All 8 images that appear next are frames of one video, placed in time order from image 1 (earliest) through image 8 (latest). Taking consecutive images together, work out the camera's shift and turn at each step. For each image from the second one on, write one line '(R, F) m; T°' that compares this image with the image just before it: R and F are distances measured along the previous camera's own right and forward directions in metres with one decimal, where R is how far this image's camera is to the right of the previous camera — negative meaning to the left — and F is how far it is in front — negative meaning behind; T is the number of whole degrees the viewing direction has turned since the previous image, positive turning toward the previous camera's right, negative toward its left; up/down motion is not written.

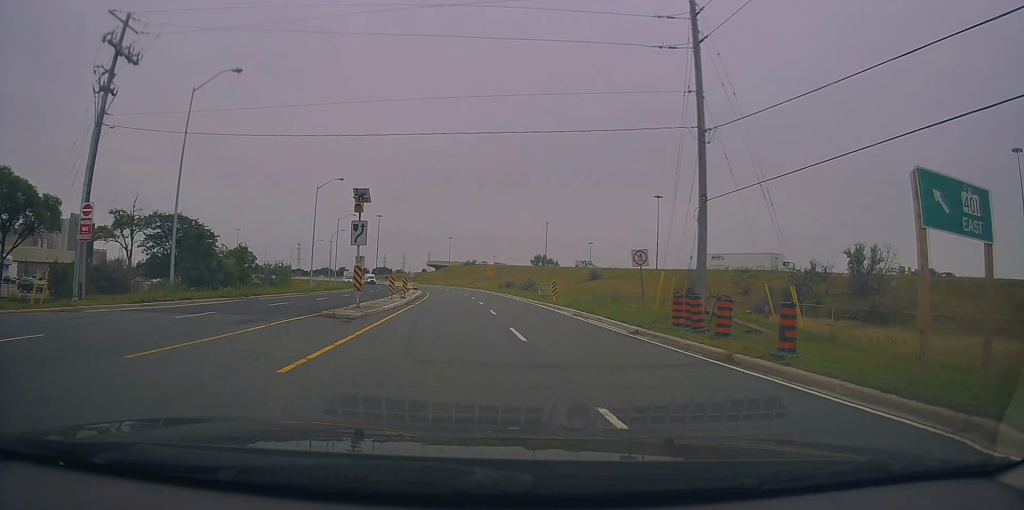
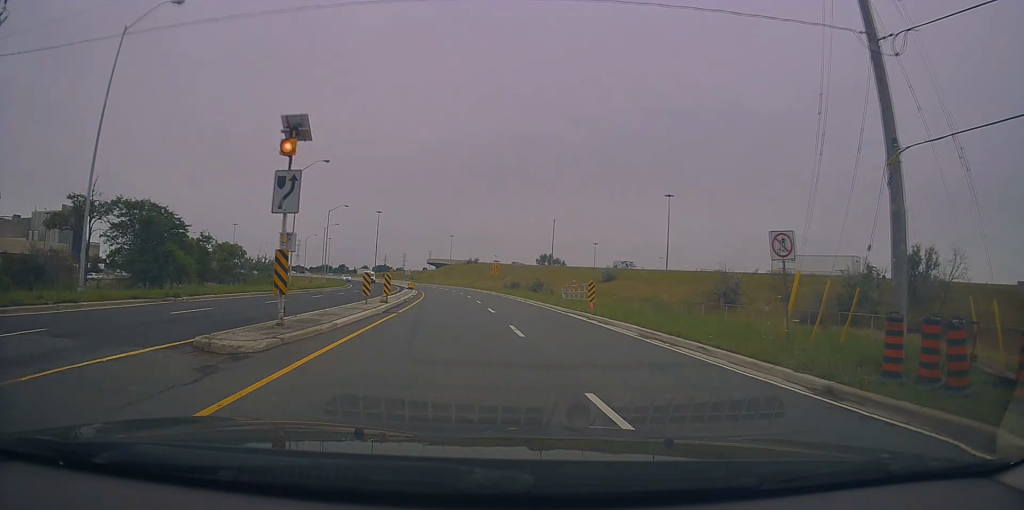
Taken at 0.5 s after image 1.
(+0.4, +9.2) m; 0°
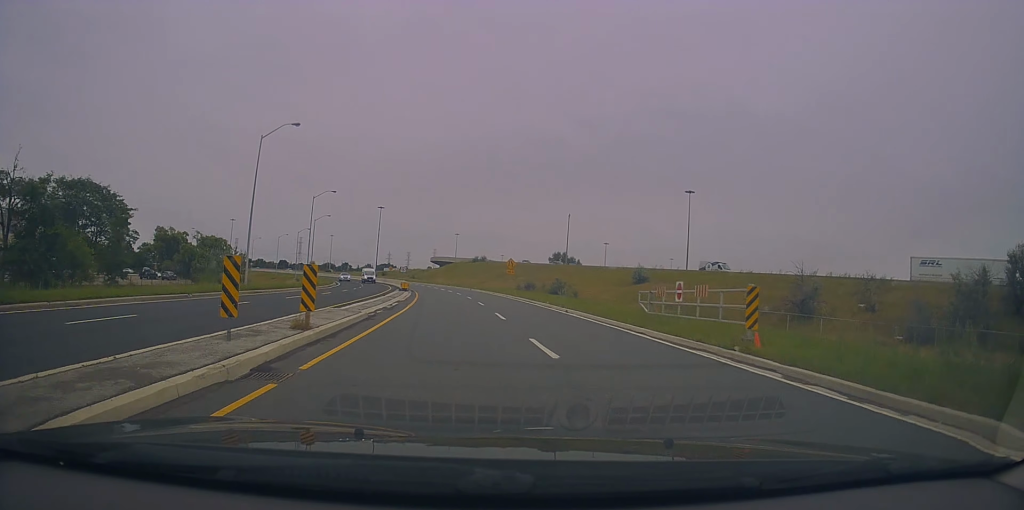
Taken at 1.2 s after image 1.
(-0.2, +13.9) m; -1°
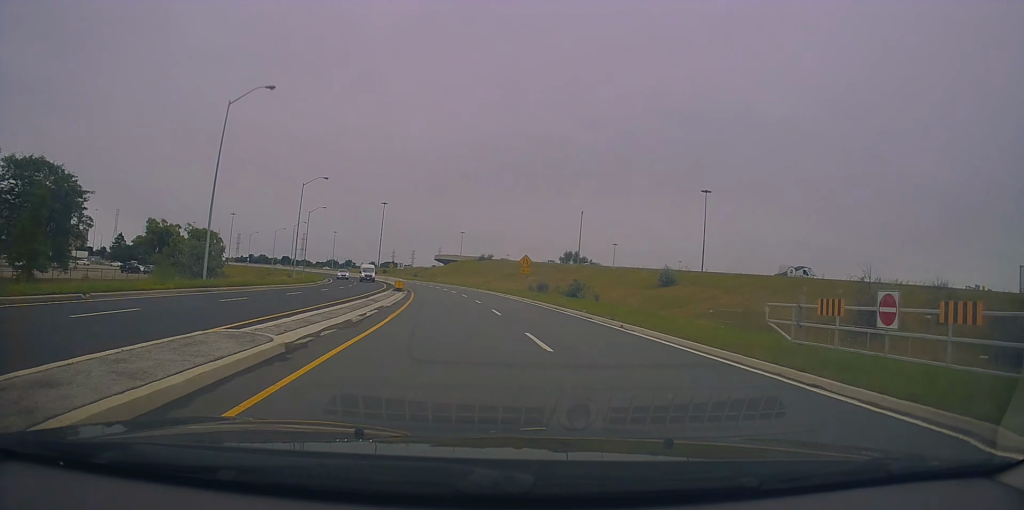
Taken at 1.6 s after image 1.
(-0.1, +8.6) m; -1°
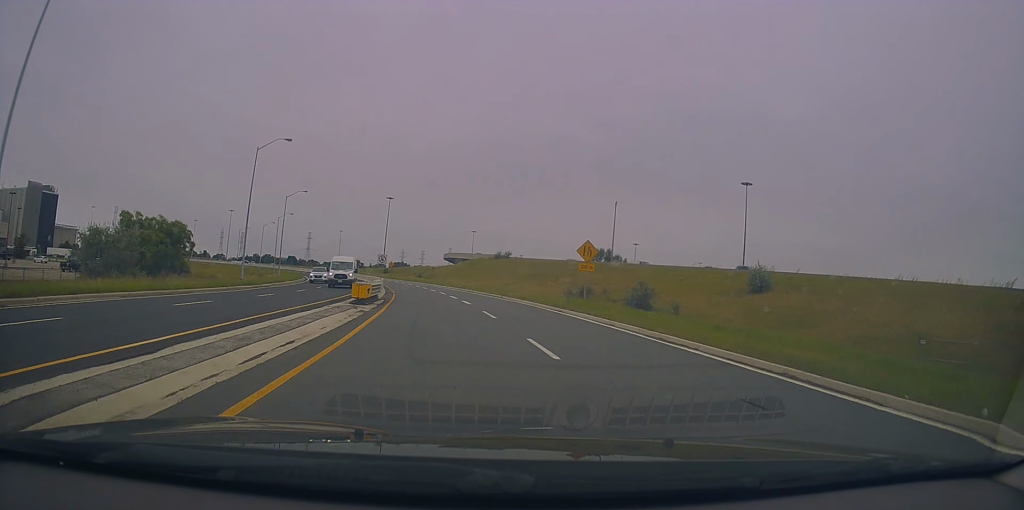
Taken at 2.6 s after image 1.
(-0.2, +21.0) m; -1°
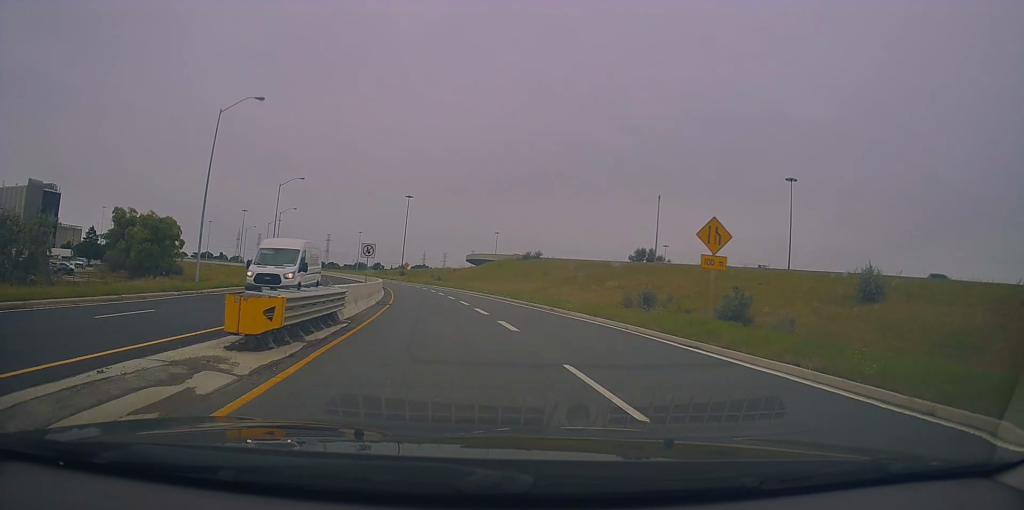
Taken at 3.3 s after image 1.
(0.0, +13.6) m; -2°
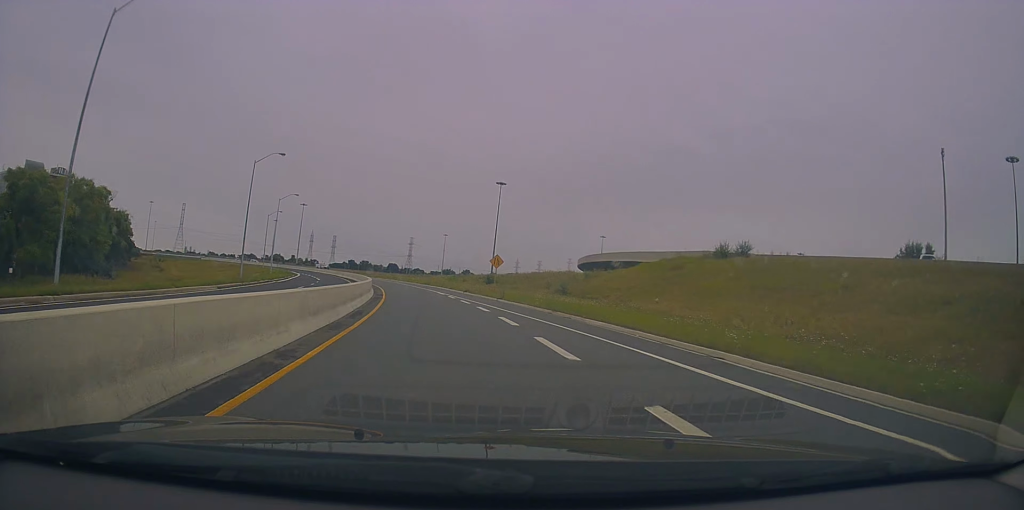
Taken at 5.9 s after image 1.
(-5.2, +53.0) m; -12°
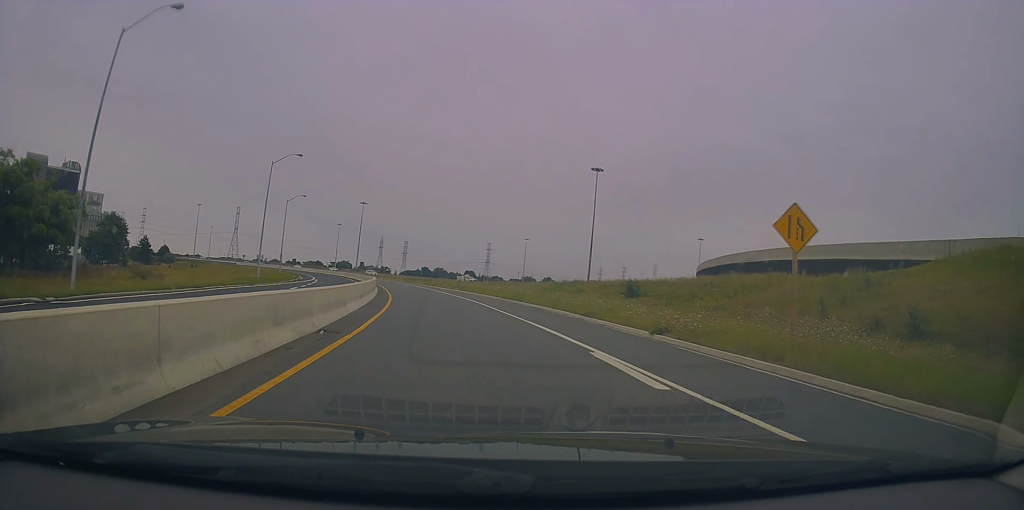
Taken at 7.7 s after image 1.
(-1.2, +36.3) m; -6°
